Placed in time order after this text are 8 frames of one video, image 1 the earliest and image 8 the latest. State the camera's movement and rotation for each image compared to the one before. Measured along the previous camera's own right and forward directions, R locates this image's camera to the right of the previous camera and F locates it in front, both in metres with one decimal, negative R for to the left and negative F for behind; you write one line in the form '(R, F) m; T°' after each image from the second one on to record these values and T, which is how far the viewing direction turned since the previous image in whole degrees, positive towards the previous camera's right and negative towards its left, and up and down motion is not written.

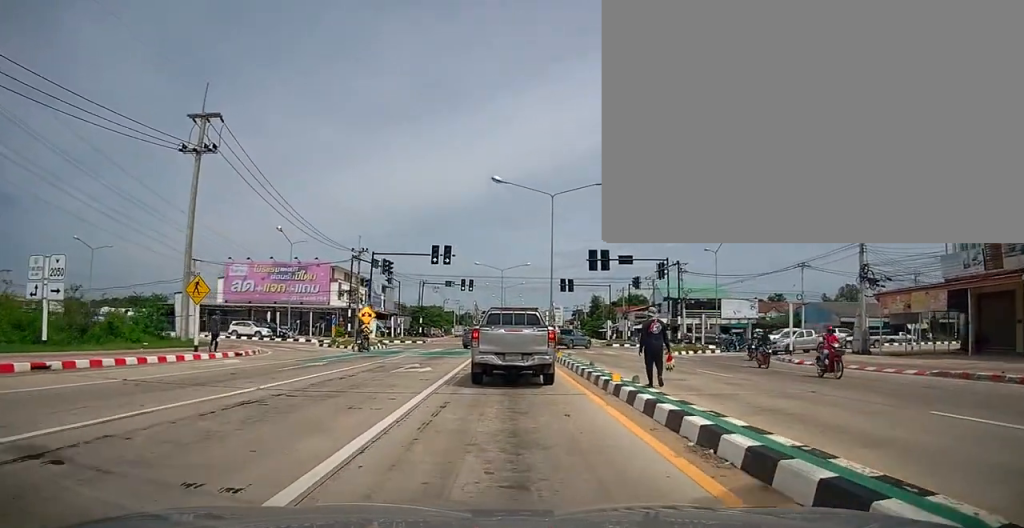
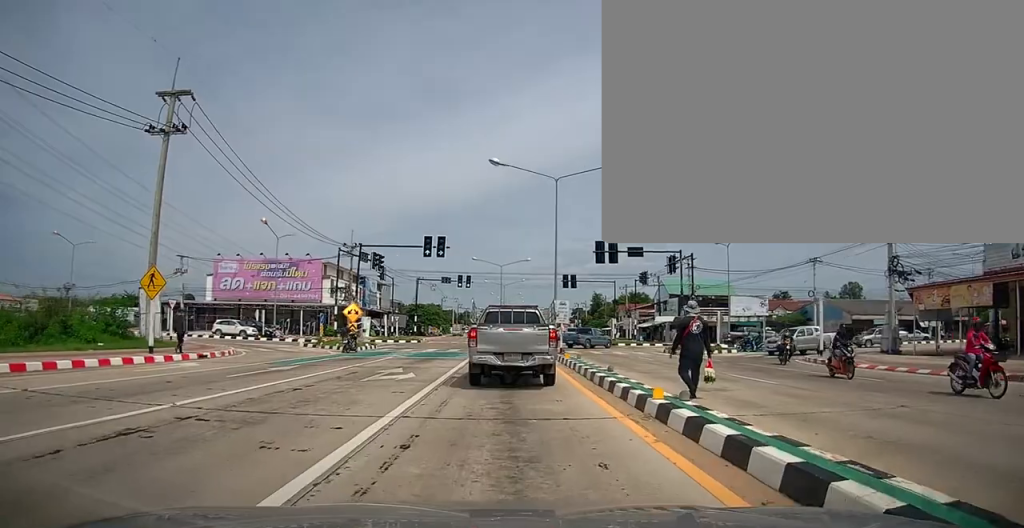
(0.0, +3.0) m; 0°
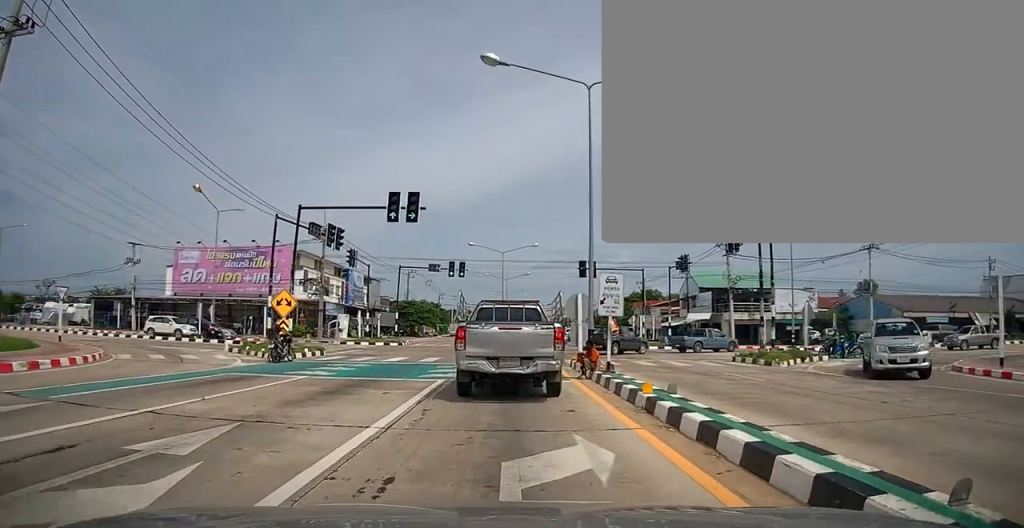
(-0.2, +11.1) m; -3°
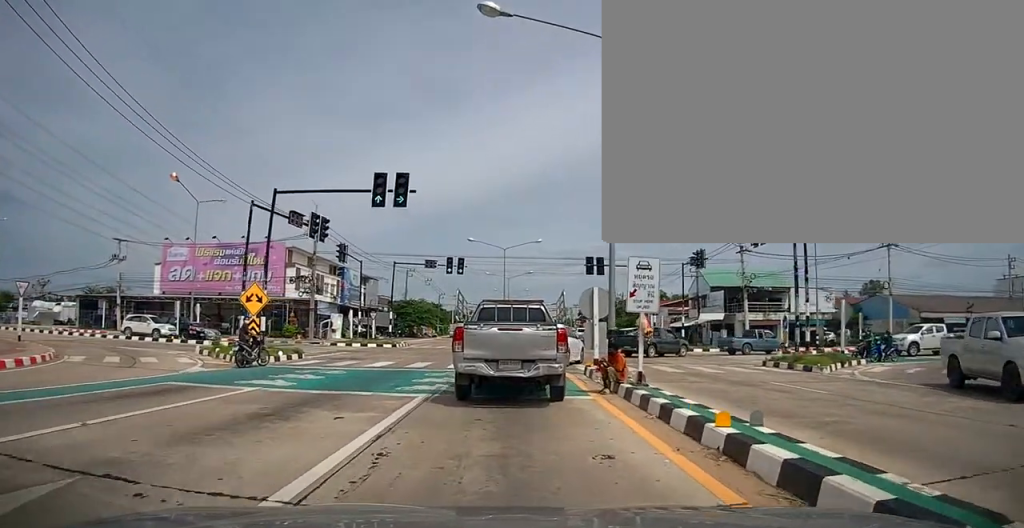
(0.0, +3.1) m; -1°
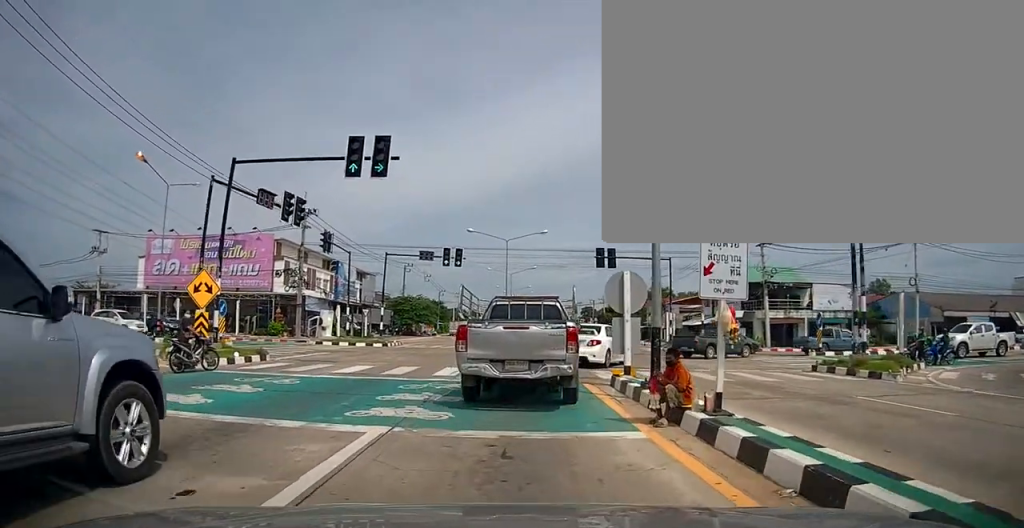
(0.0, +4.0) m; -1°
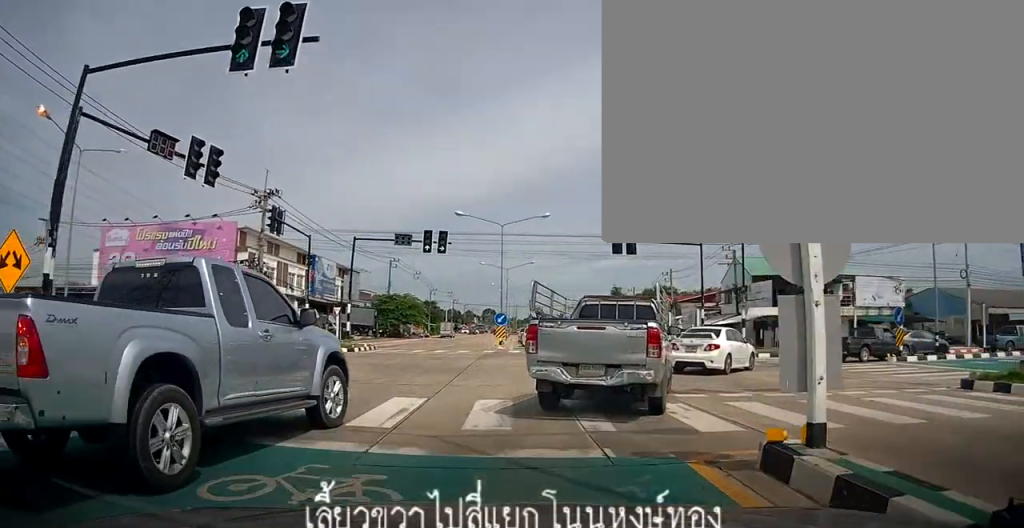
(-0.1, +7.8) m; +2°
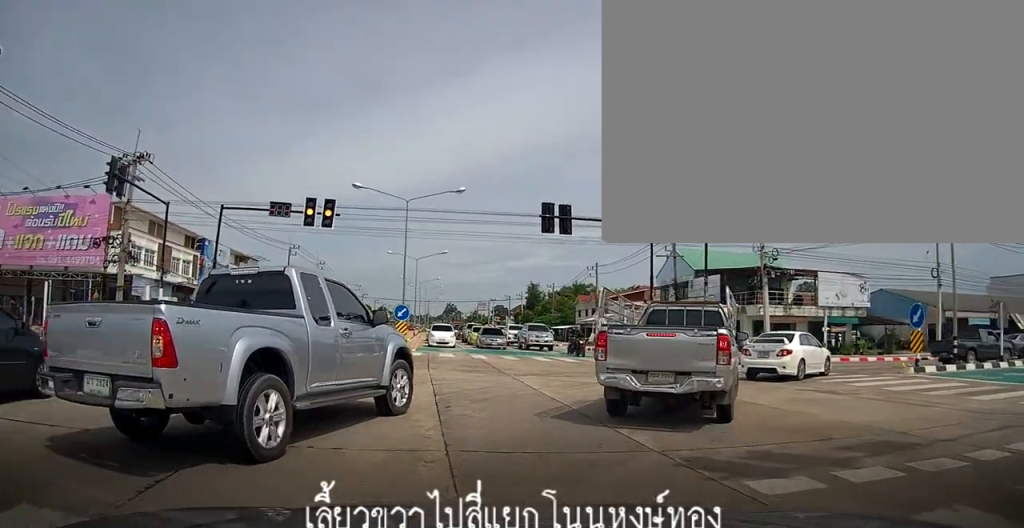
(+0.5, +6.8) m; +10°
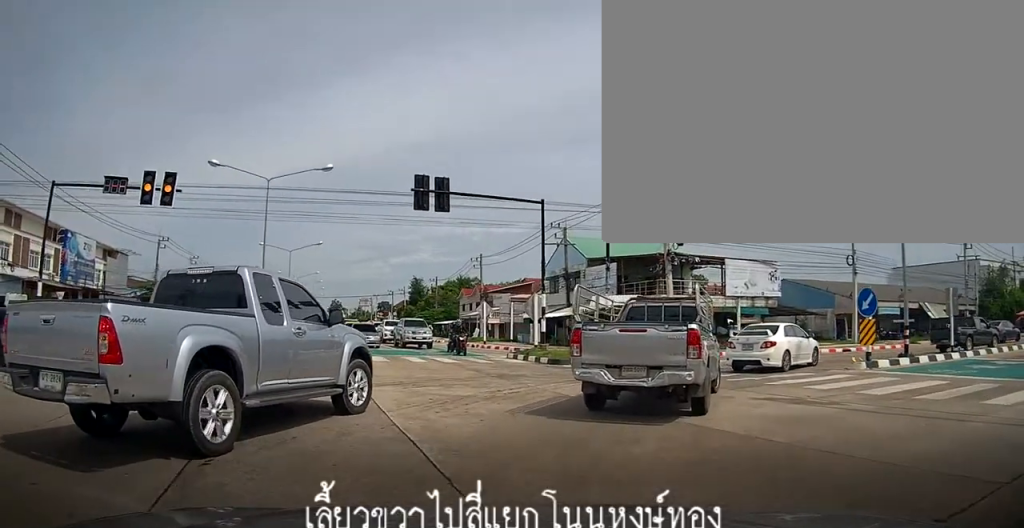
(+0.2, +3.9) m; +5°
